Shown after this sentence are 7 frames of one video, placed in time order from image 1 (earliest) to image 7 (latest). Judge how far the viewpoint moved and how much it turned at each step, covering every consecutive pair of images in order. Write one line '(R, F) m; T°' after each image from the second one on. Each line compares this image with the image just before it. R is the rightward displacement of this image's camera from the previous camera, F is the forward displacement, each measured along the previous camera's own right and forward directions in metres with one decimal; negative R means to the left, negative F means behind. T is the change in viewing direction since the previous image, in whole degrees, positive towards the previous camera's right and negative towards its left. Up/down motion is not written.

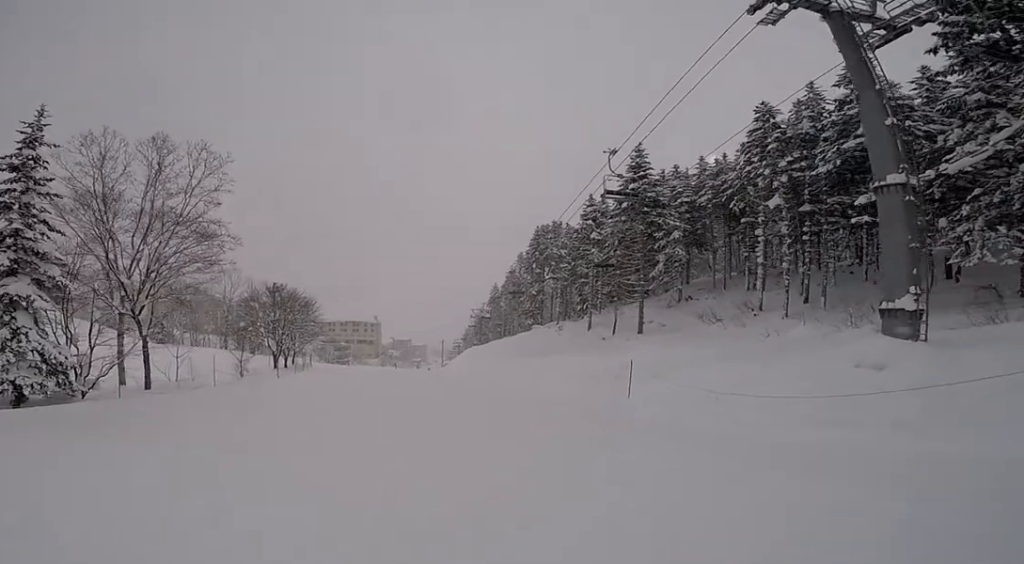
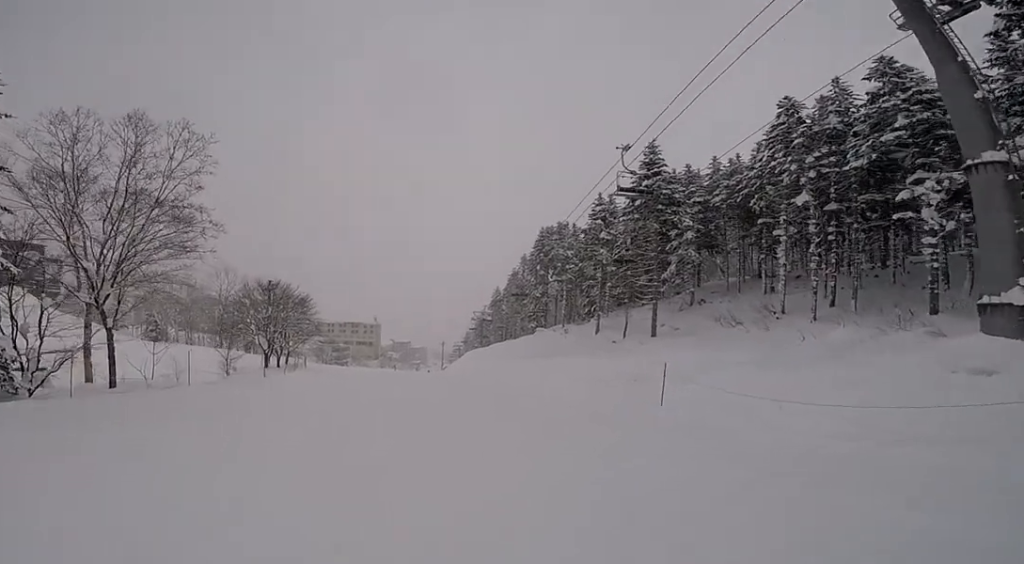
(0.0, +2.5) m; -2°
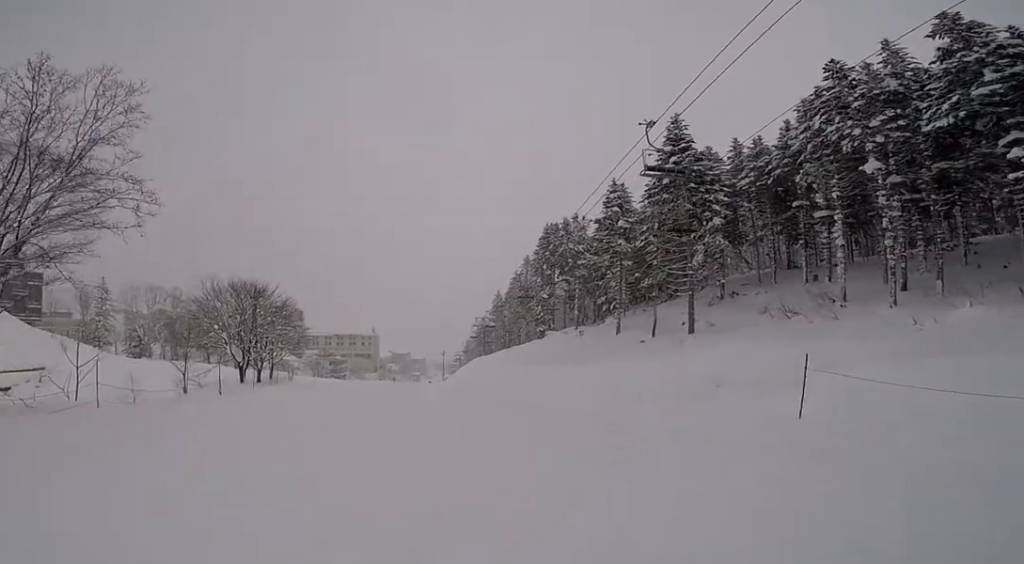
(-0.2, +5.8) m; -2°
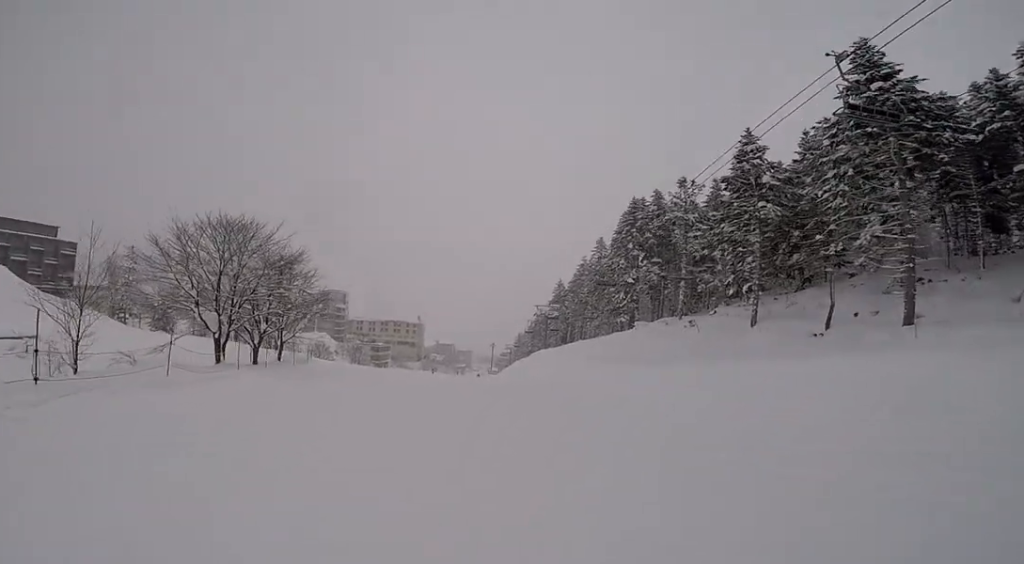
(-0.9, +11.8) m; -9°
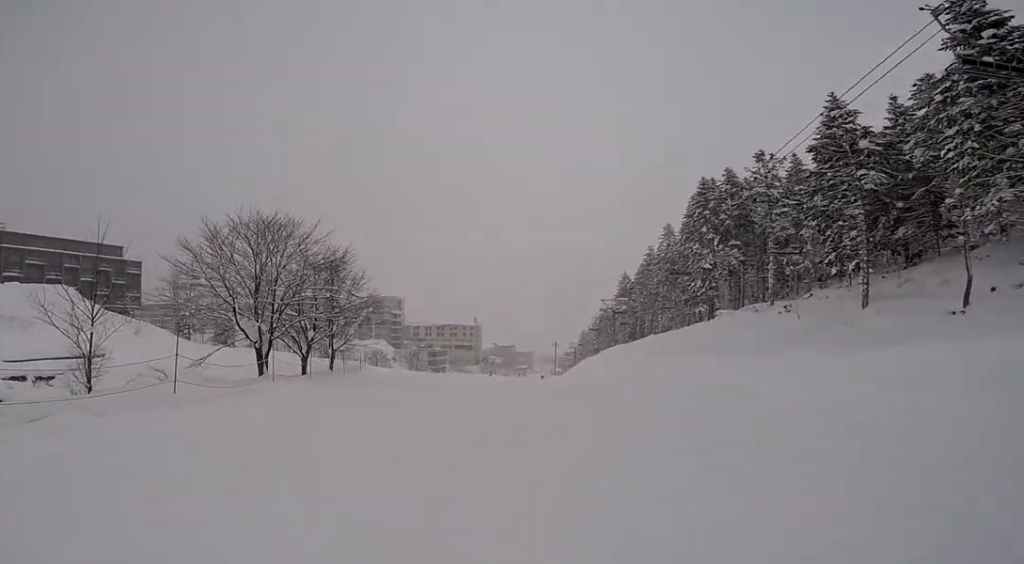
(-0.6, +2.6) m; 0°
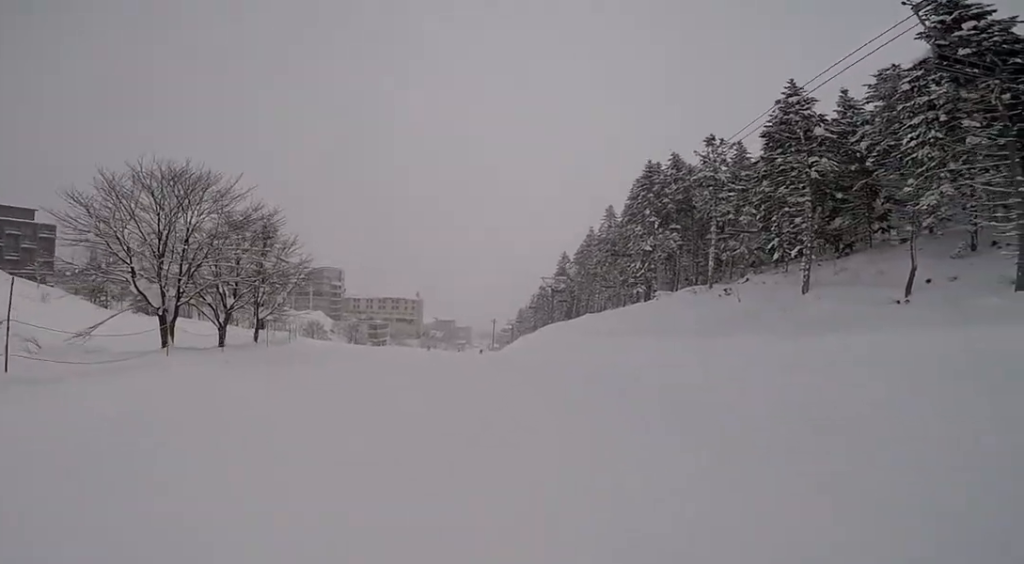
(+0.6, +2.2) m; +6°
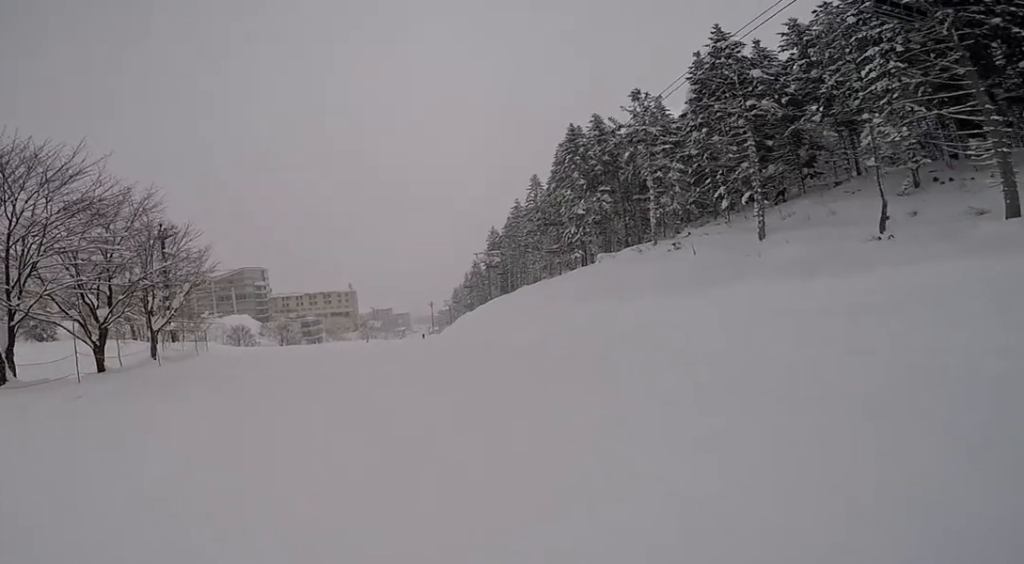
(+0.6, +4.4) m; +8°
